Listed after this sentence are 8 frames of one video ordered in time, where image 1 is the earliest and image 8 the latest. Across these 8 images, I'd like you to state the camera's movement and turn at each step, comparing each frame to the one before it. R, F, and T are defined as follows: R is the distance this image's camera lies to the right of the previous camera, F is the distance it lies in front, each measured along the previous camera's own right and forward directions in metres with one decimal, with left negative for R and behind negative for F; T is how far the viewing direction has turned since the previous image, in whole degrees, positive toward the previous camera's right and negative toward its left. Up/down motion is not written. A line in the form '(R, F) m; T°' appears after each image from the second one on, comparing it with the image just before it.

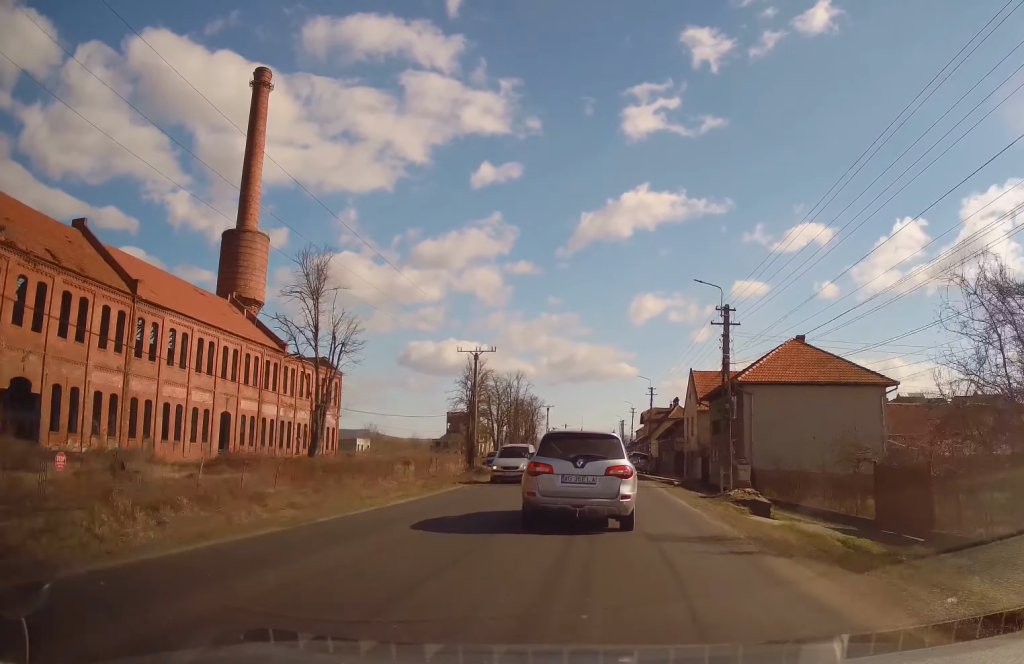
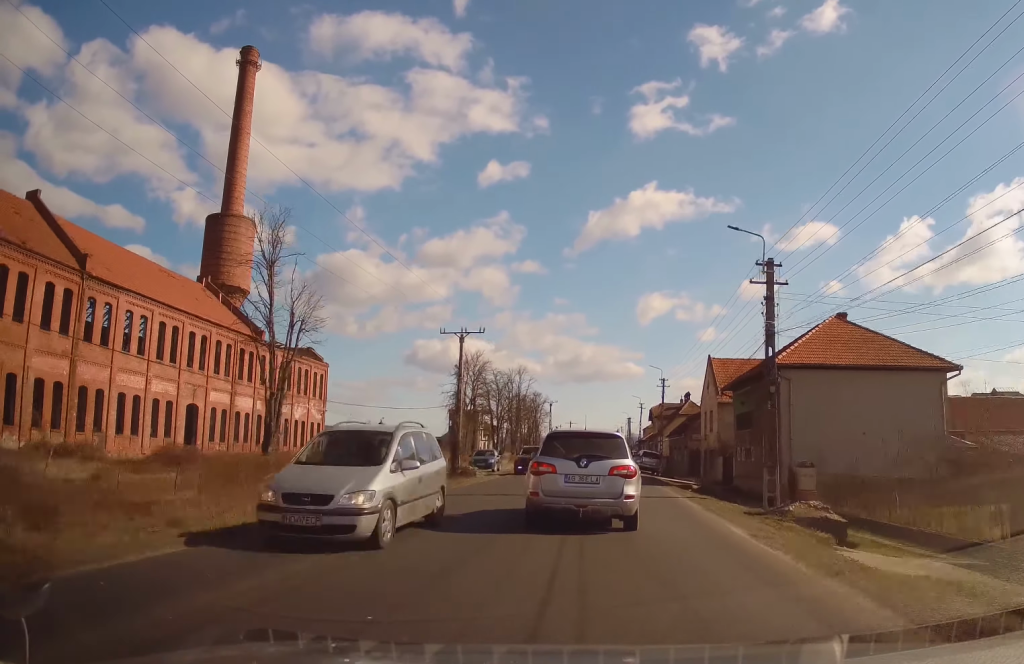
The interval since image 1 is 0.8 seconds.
(0.0, +6.7) m; 0°
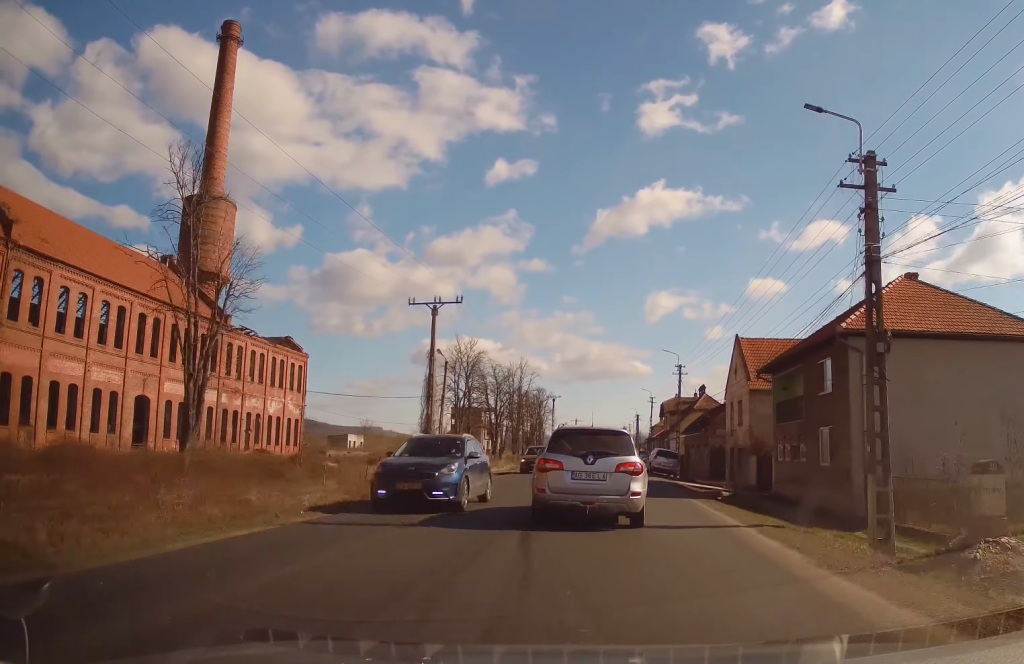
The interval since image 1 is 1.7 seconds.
(0.0, +8.1) m; 0°
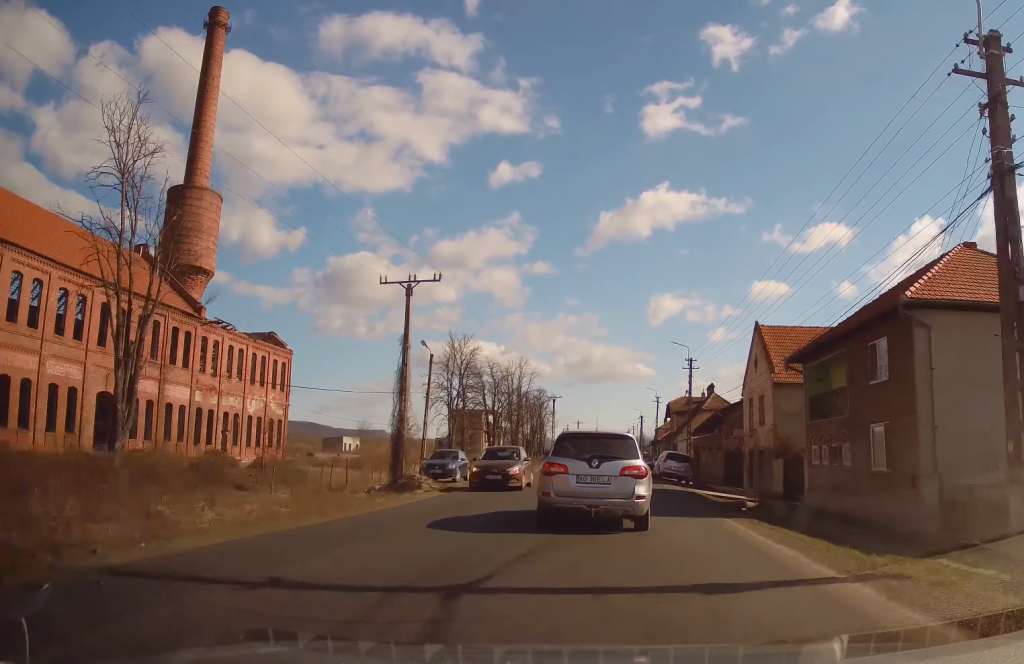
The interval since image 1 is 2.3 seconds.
(0.0, +4.9) m; 0°
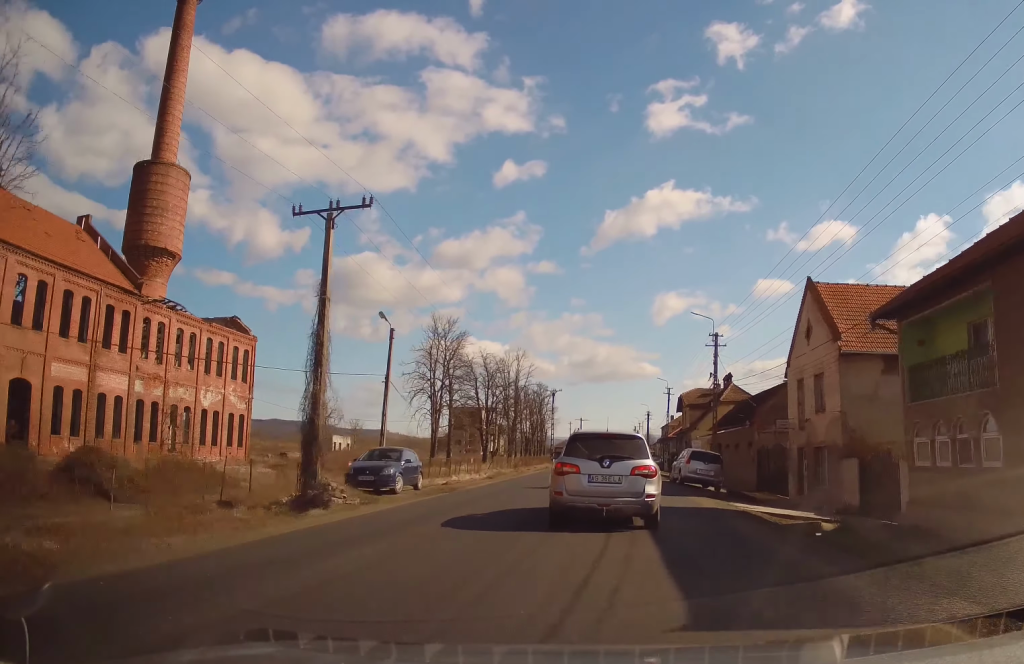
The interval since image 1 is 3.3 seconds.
(+0.1, +9.1) m; 0°
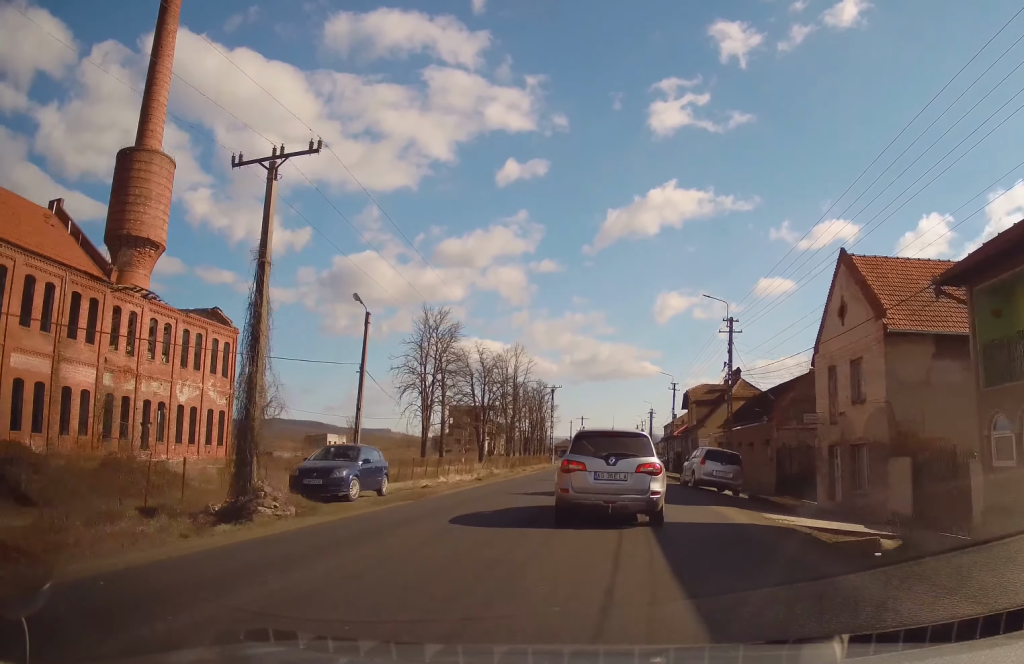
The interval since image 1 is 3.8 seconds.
(0.0, +4.0) m; 0°
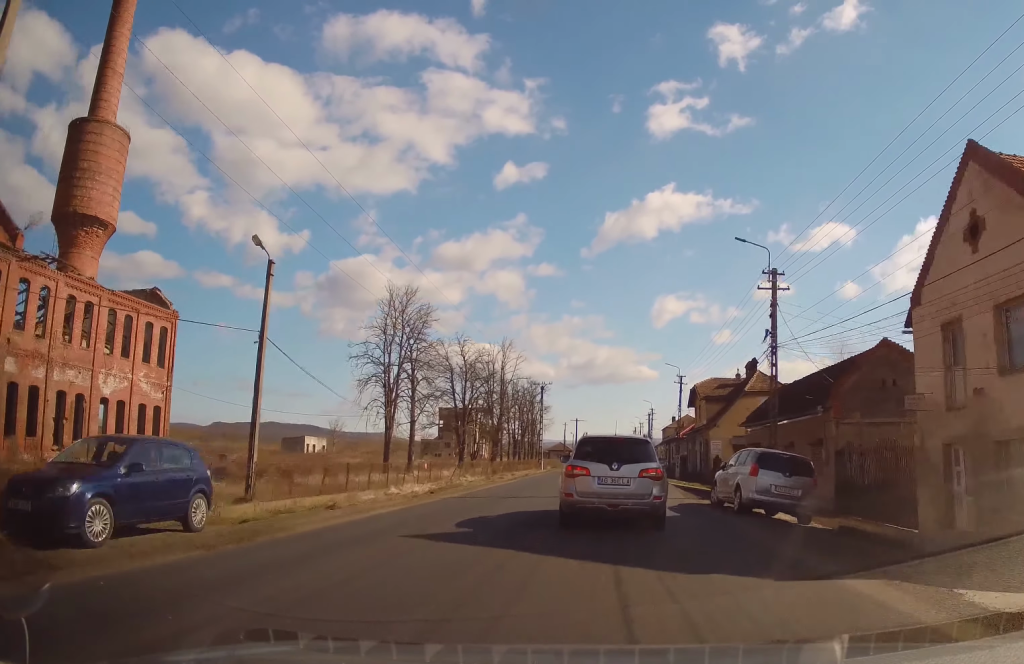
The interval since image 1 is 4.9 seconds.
(-0.1, +9.3) m; 0°
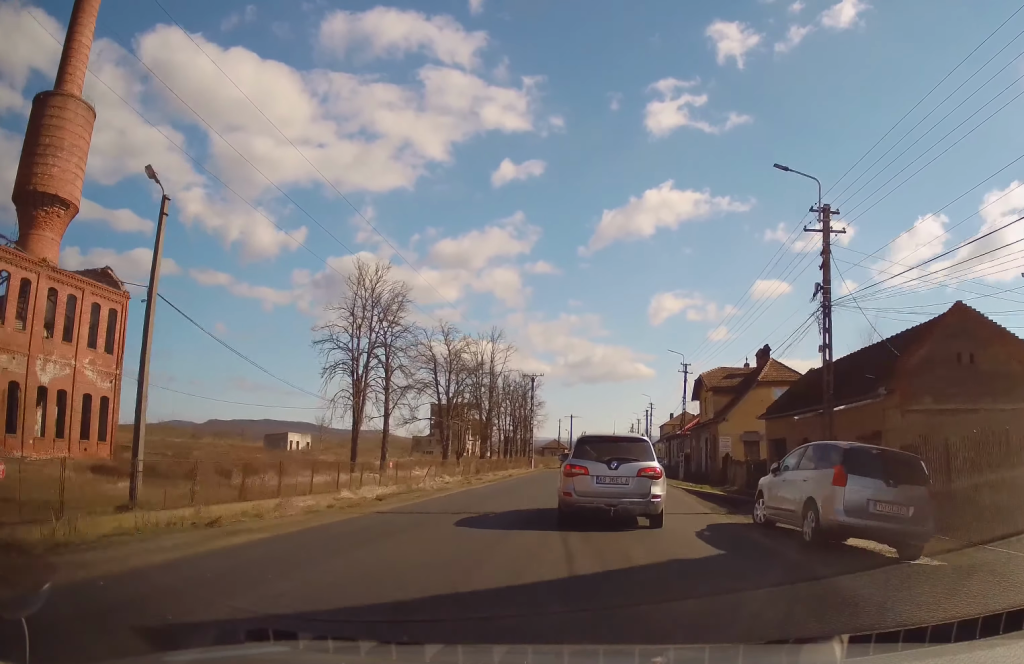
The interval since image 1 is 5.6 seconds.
(+0.1, +5.9) m; 0°
